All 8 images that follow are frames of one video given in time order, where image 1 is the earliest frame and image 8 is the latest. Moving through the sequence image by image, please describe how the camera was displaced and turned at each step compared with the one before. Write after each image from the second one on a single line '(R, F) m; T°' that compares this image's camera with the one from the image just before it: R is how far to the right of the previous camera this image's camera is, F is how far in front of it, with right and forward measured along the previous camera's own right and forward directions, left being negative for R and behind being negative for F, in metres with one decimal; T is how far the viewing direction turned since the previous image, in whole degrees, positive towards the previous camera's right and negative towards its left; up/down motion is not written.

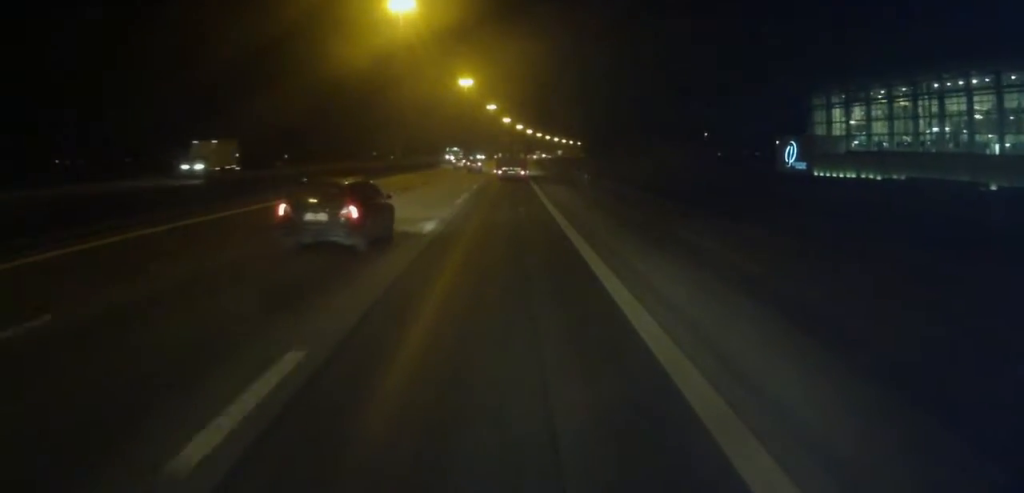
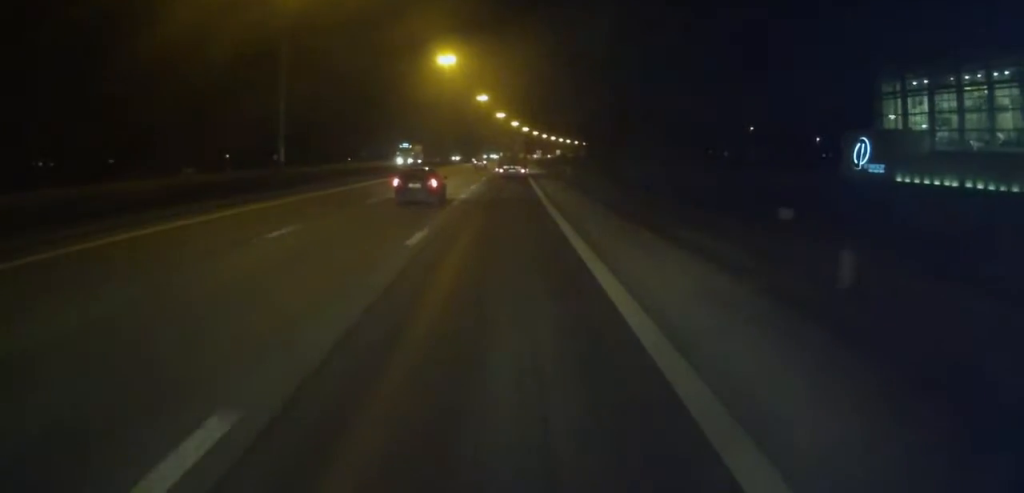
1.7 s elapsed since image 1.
(+0.4, +39.0) m; 0°
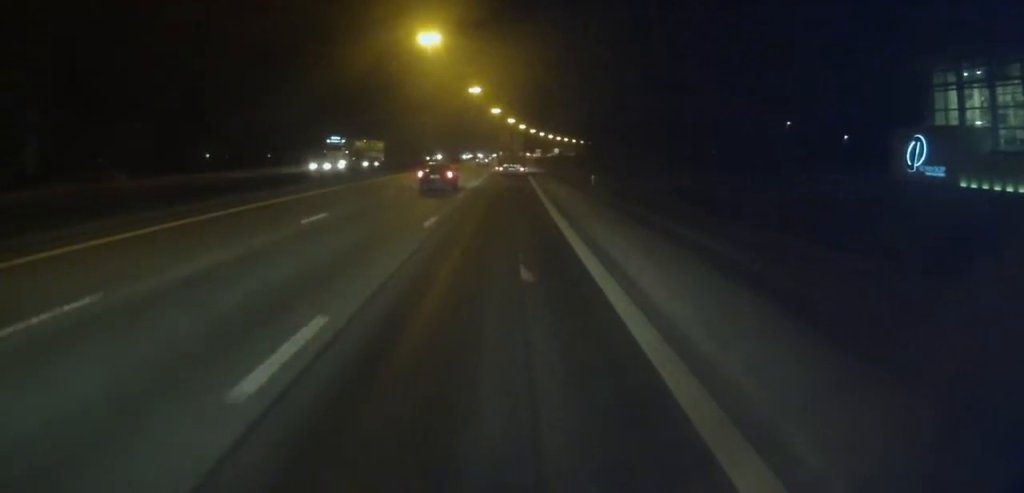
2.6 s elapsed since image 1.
(-0.2, +21.8) m; 0°
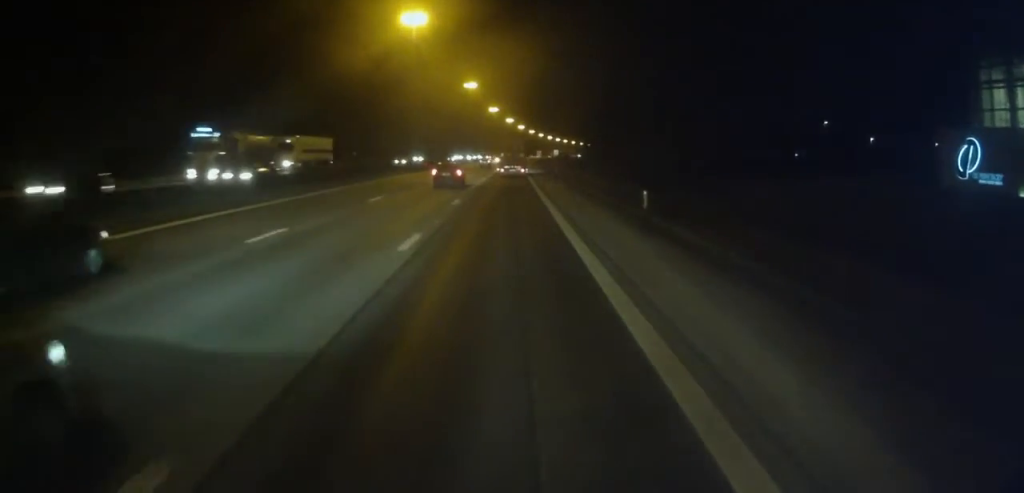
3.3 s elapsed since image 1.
(+0.3, +16.4) m; 0°
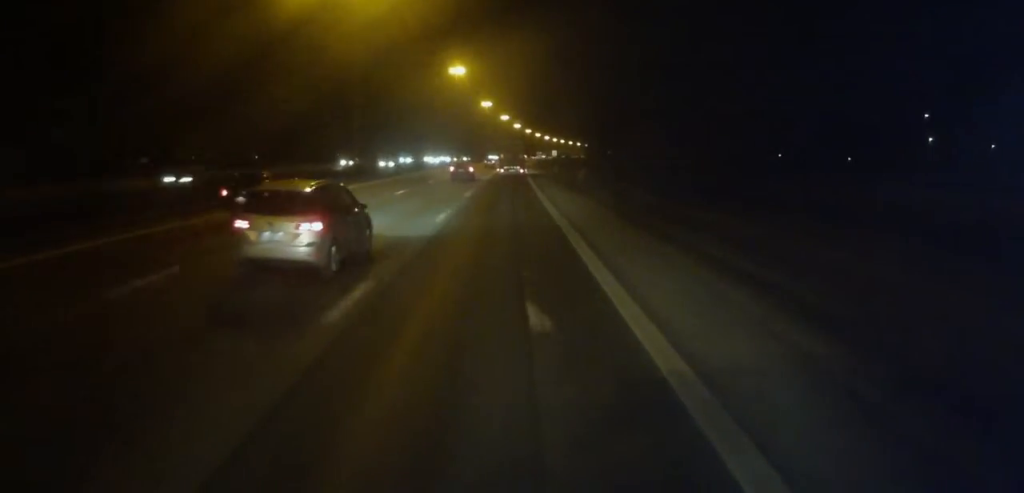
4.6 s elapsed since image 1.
(-0.2, +31.5) m; 0°
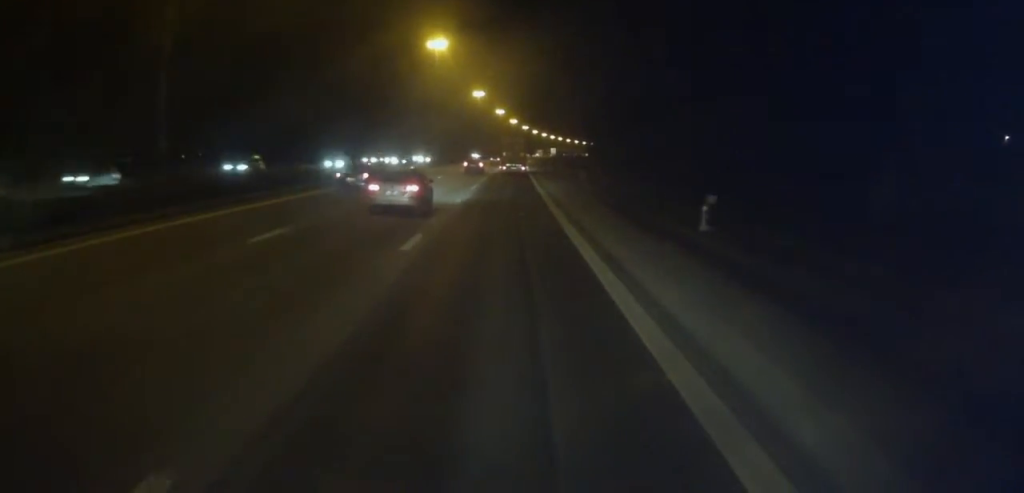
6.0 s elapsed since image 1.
(0.0, +31.5) m; 0°
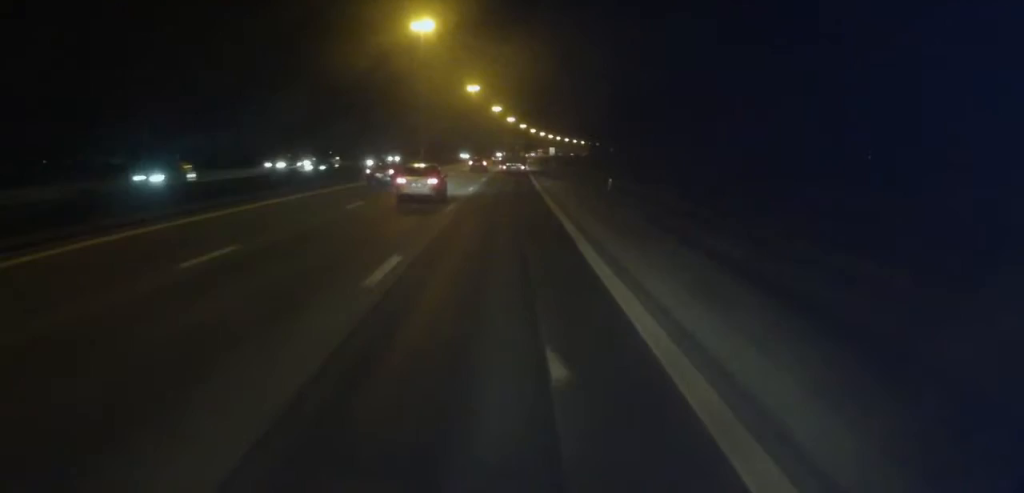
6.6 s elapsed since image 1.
(-0.1, +15.7) m; 0°
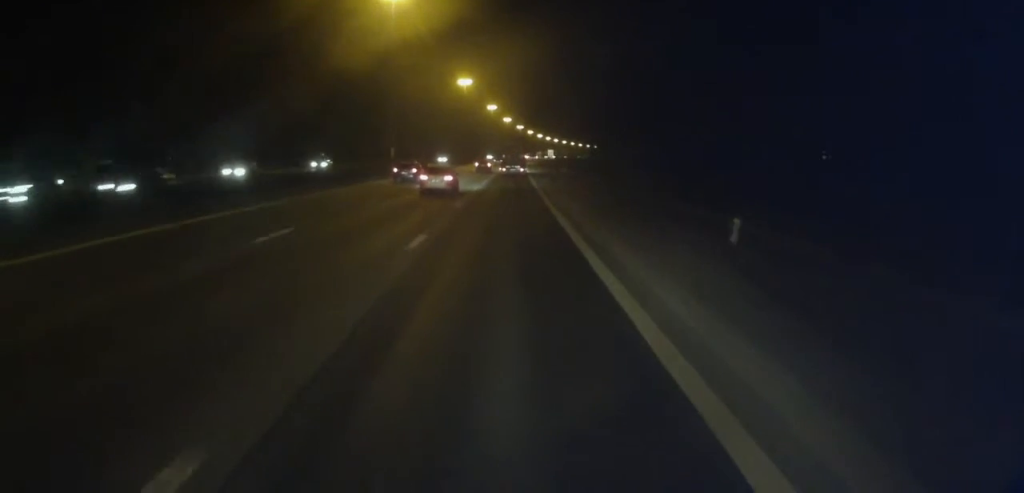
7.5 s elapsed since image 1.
(+0.3, +21.2) m; +1°
